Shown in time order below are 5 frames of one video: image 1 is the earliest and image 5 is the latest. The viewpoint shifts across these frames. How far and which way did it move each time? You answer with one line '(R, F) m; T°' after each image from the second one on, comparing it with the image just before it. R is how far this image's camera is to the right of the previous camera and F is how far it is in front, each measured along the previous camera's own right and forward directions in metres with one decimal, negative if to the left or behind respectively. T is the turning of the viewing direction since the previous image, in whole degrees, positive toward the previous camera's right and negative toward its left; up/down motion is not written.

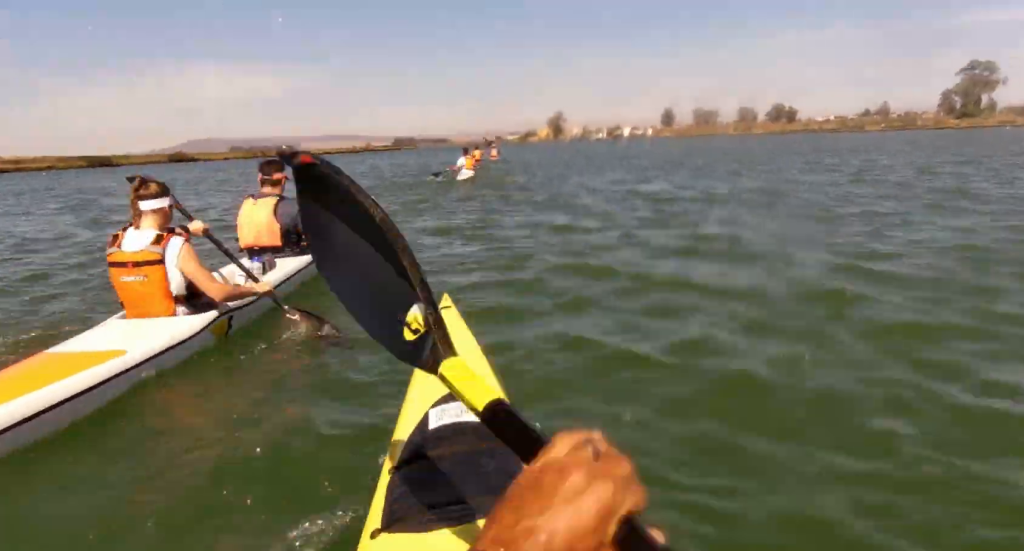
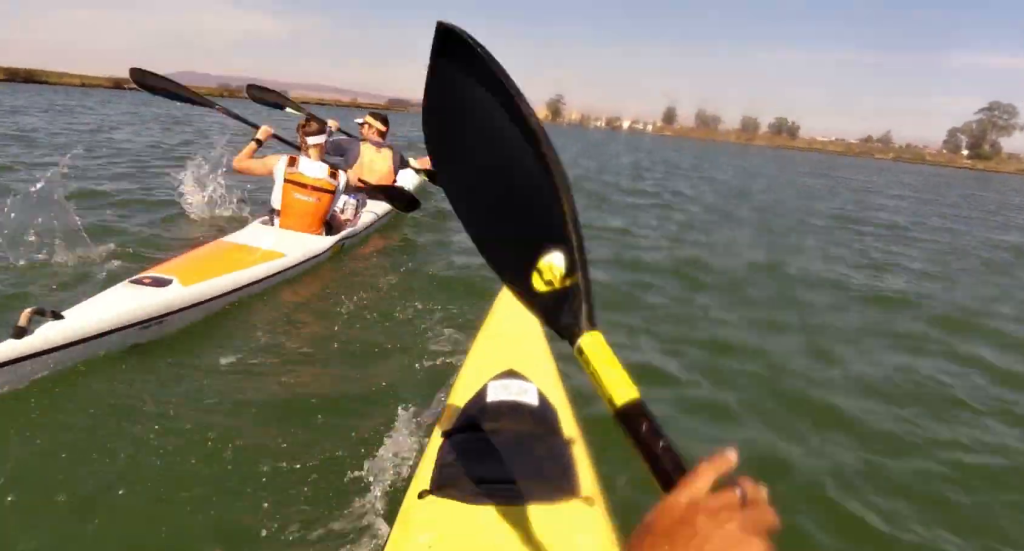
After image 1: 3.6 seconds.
(0.0, +11.6) m; -6°
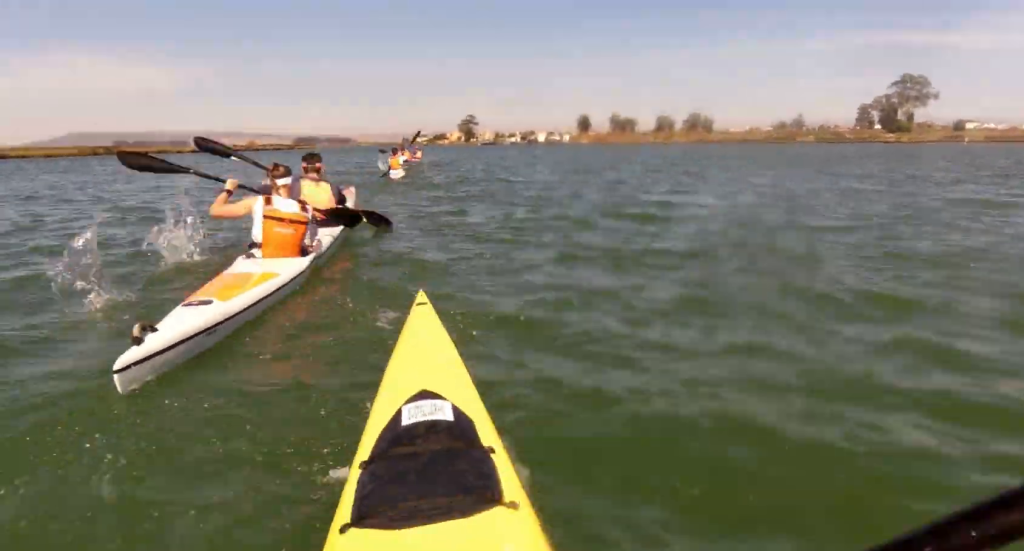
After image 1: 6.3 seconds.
(+0.2, +8.9) m; +8°
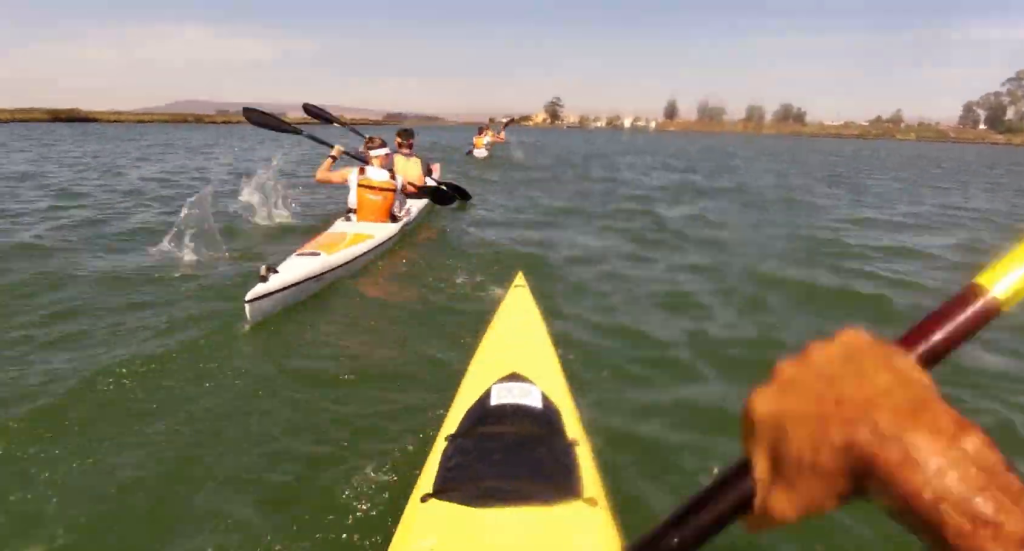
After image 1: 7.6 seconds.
(+0.2, +4.7) m; -1°
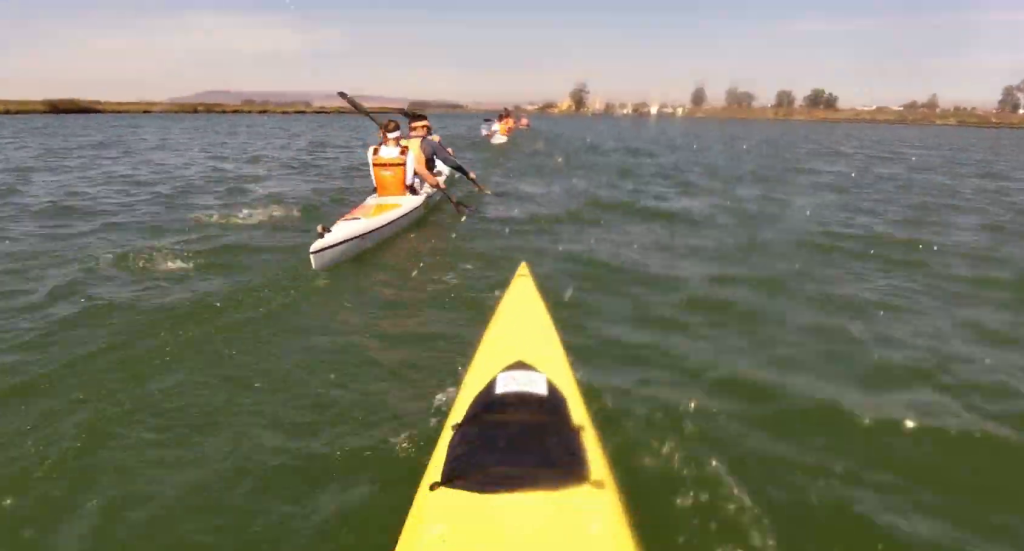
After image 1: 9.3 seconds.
(-0.1, +6.1) m; -6°
